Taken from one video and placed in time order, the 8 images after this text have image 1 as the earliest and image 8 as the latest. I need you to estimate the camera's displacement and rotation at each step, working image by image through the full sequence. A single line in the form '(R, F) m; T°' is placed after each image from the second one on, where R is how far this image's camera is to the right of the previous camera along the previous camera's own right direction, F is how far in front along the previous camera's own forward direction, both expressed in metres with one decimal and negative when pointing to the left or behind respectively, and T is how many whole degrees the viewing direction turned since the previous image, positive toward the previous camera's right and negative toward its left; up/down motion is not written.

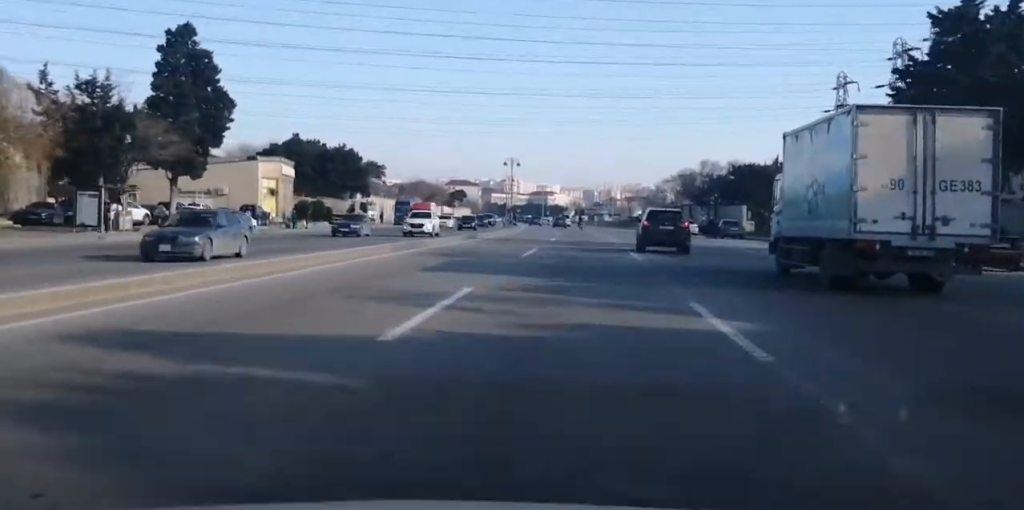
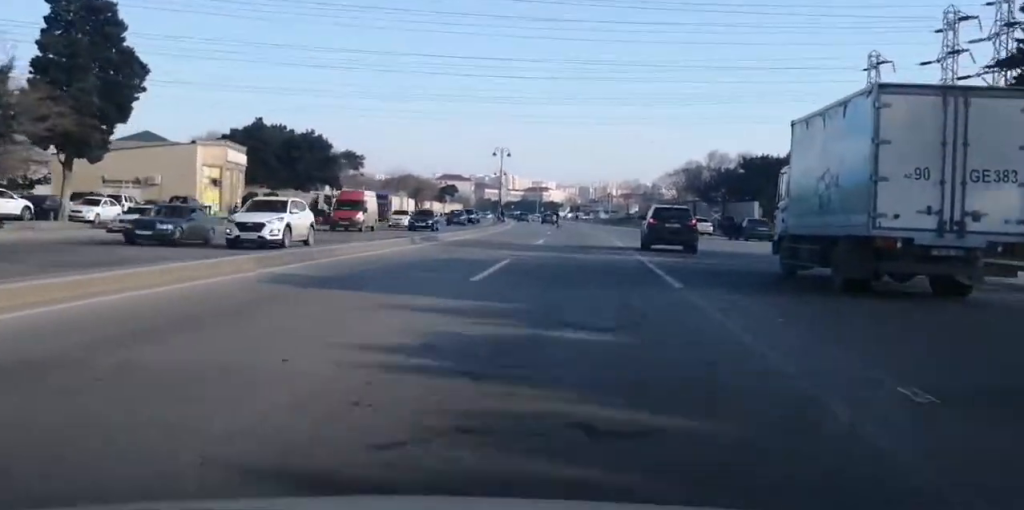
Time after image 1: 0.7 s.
(-0.3, +12.7) m; 0°
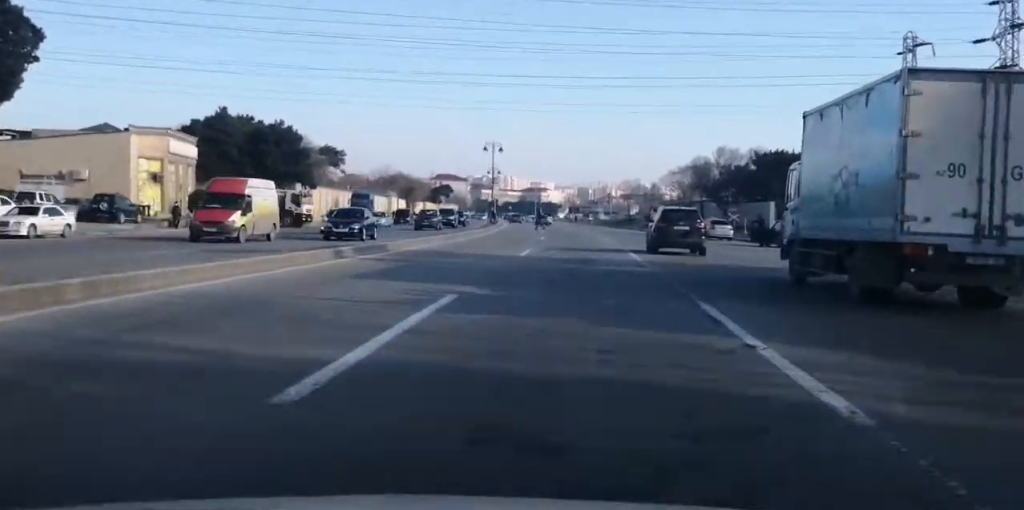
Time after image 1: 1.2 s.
(+0.2, +10.1) m; +1°
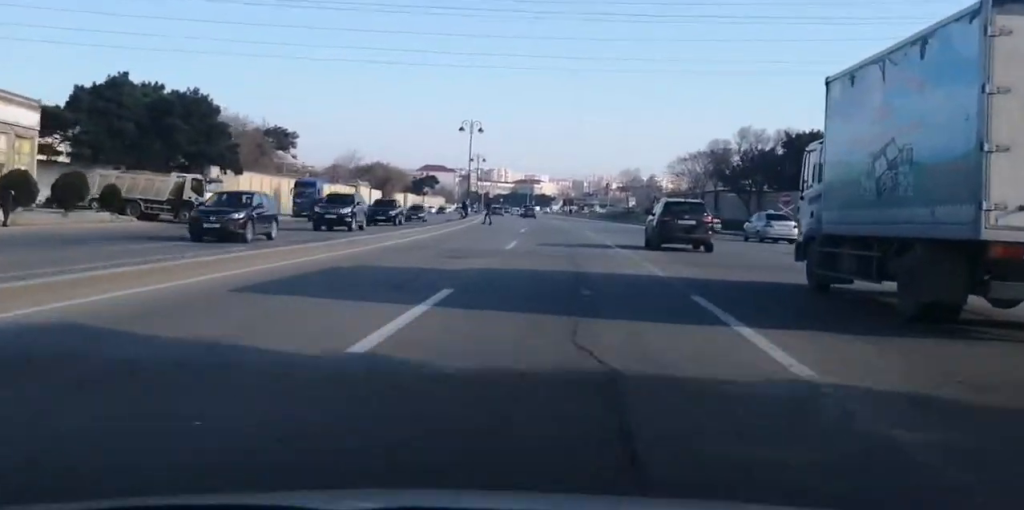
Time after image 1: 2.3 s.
(+0.3, +20.1) m; +1°
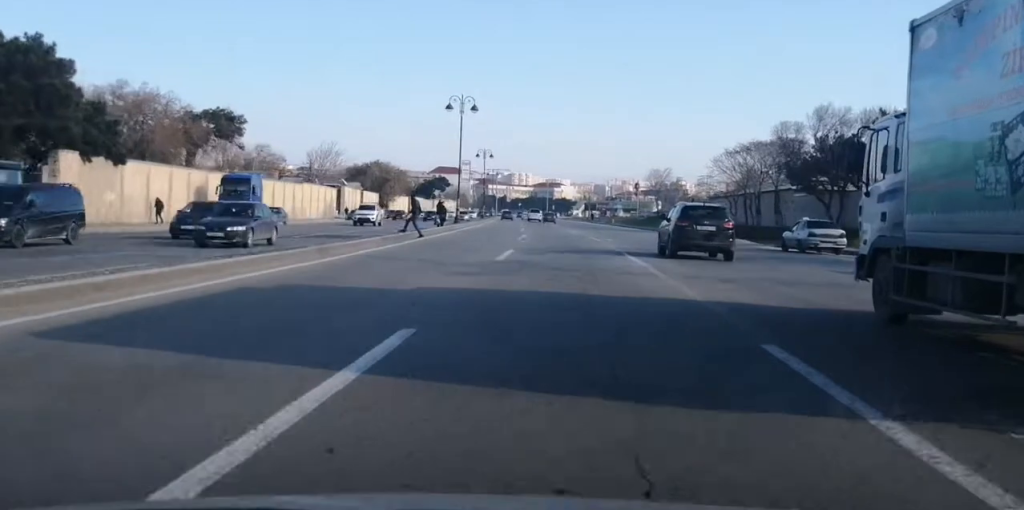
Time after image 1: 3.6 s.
(+0.1, +24.4) m; -1°
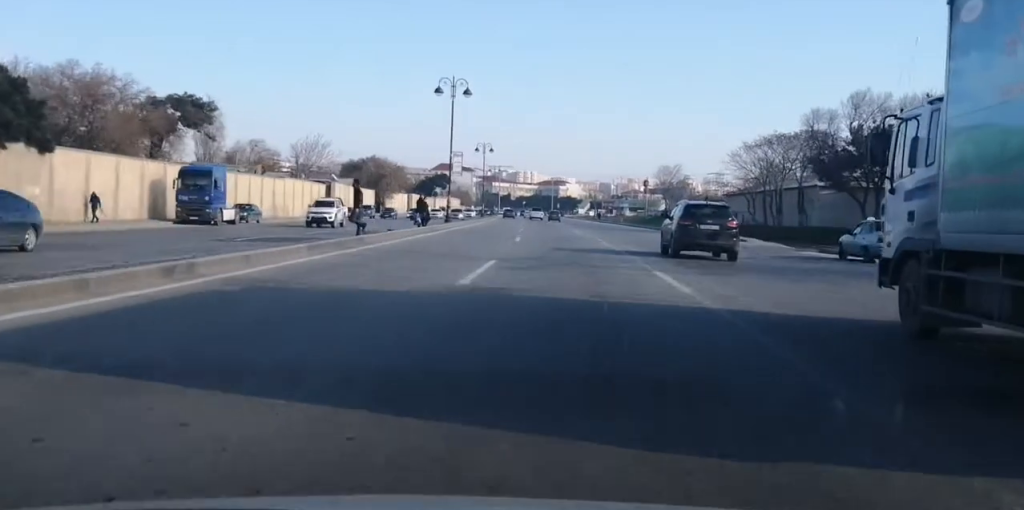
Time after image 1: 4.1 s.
(-0.1, +8.1) m; 0°
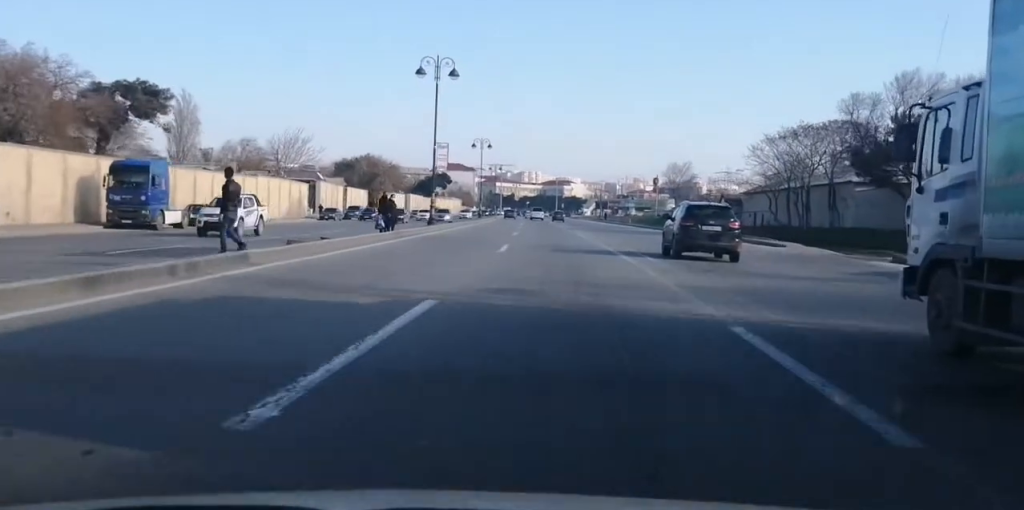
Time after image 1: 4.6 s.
(-0.3, +9.4) m; 0°
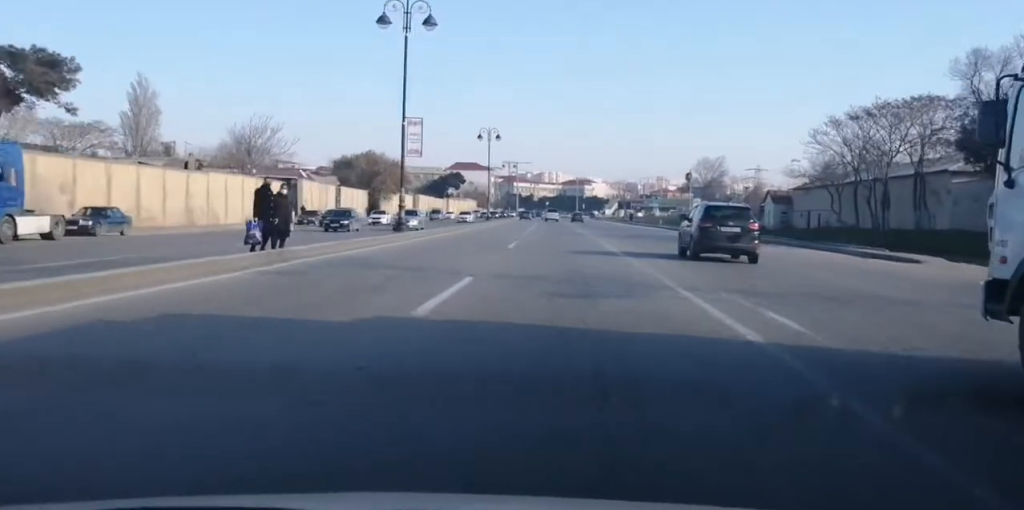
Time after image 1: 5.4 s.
(+0.2, +15.7) m; 0°
